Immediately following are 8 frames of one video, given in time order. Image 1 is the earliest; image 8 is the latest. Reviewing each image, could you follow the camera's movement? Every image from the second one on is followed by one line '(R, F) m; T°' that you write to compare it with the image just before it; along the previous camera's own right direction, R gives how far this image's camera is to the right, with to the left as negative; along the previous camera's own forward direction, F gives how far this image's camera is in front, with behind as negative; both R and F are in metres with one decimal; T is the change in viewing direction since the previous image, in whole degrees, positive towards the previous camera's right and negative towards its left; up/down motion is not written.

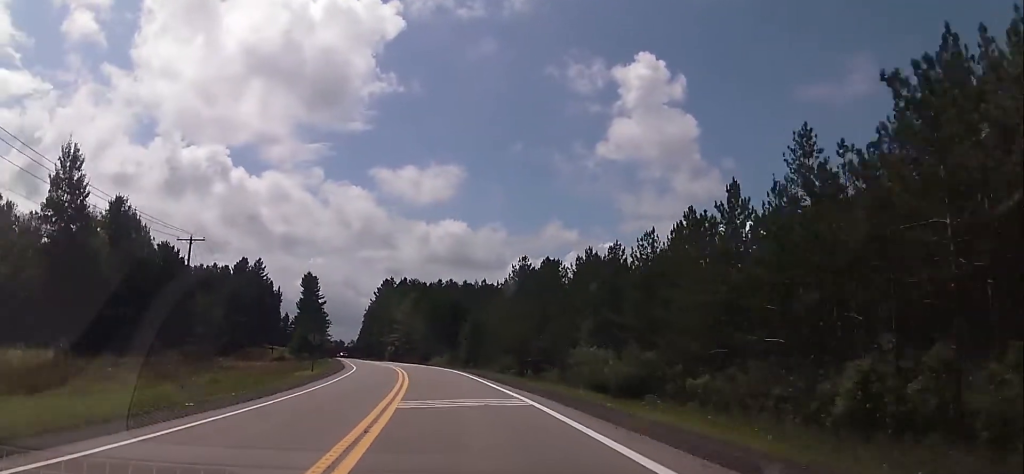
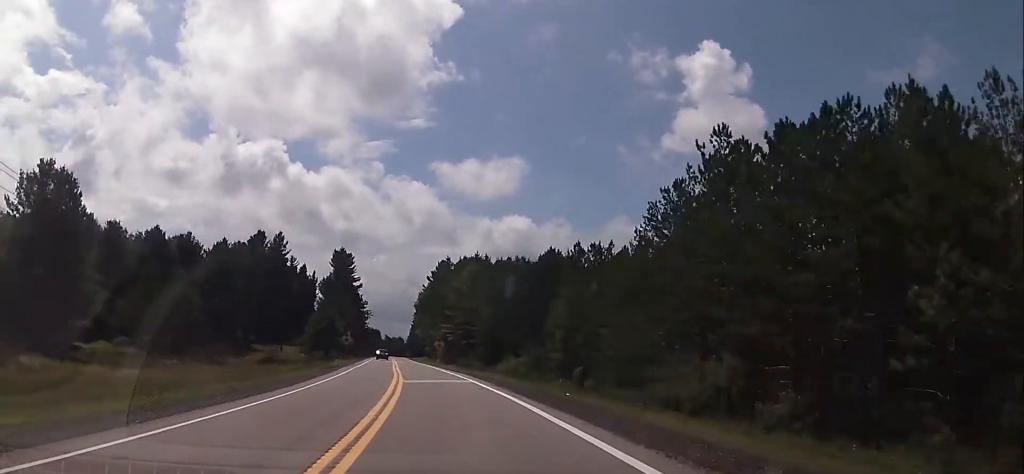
(-2.7, +44.7) m; -7°
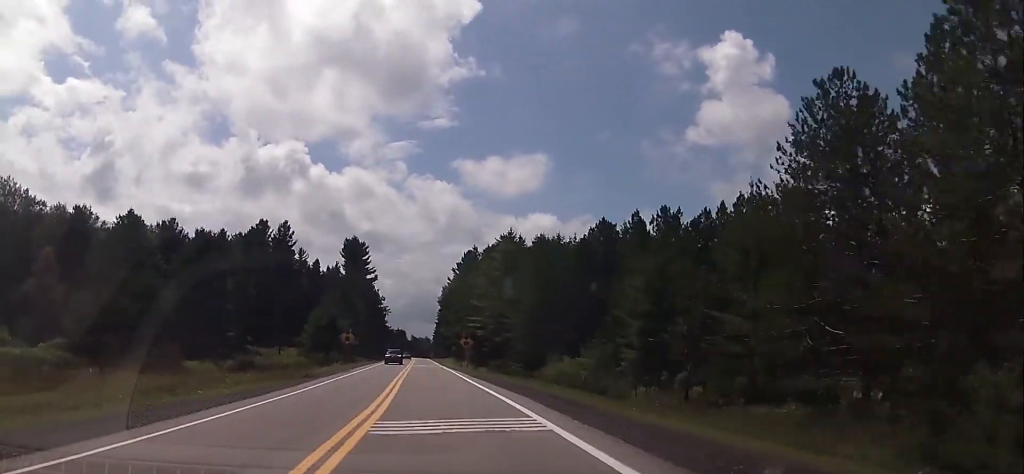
(-0.4, +19.1) m; -2°
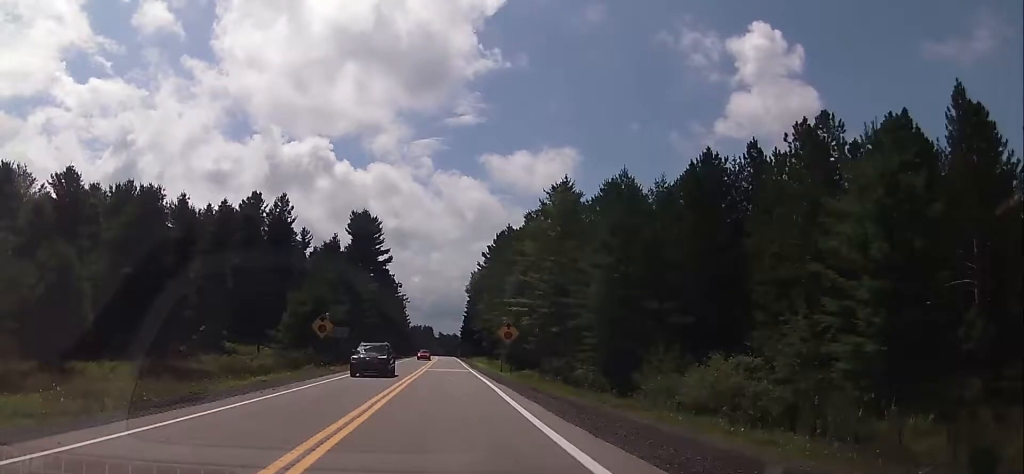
(-0.2, +25.2) m; -2°
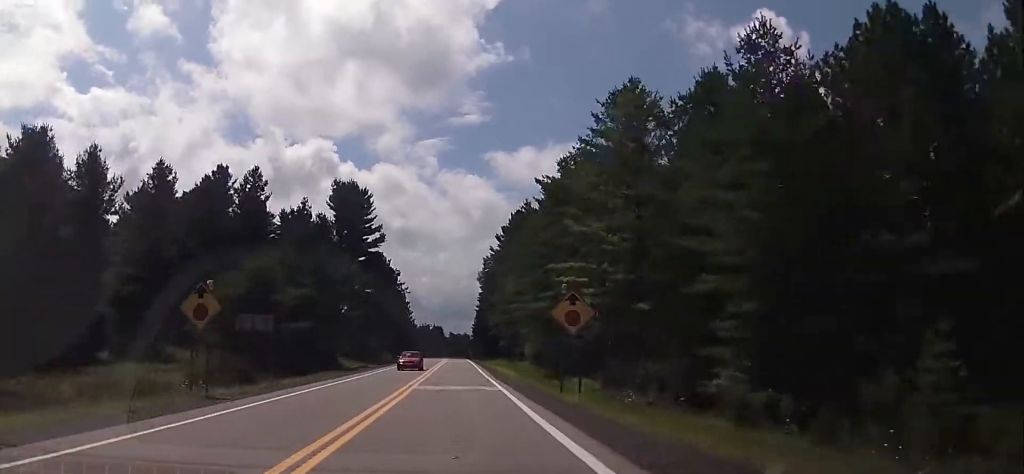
(-0.4, +22.8) m; -2°
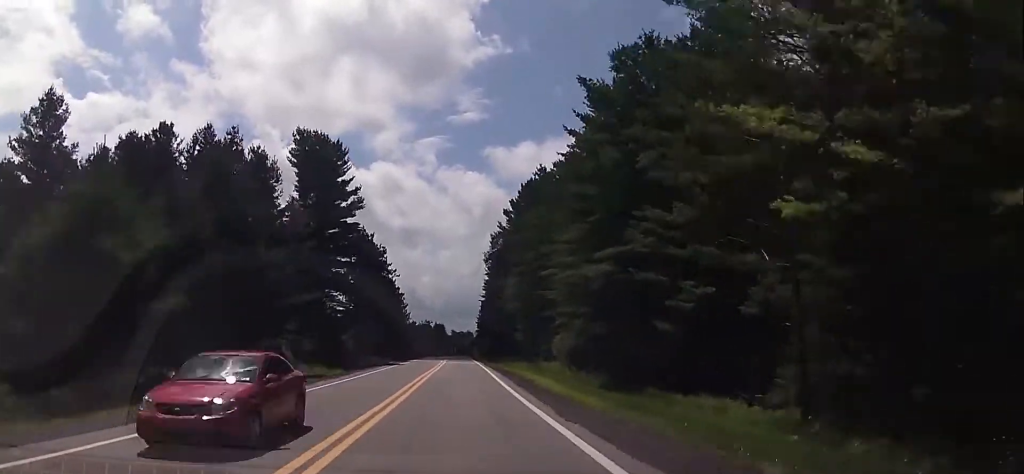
(-0.3, +22.0) m; -1°
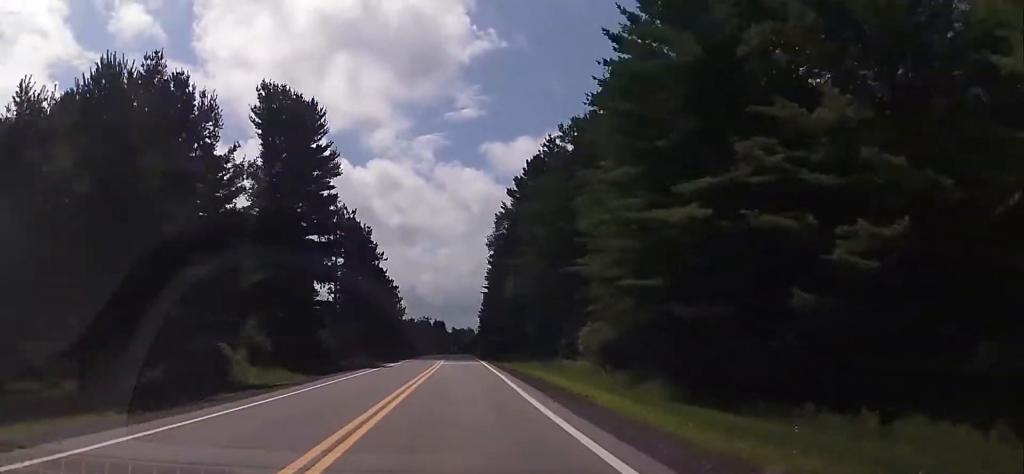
(-0.1, +12.6) m; 0°
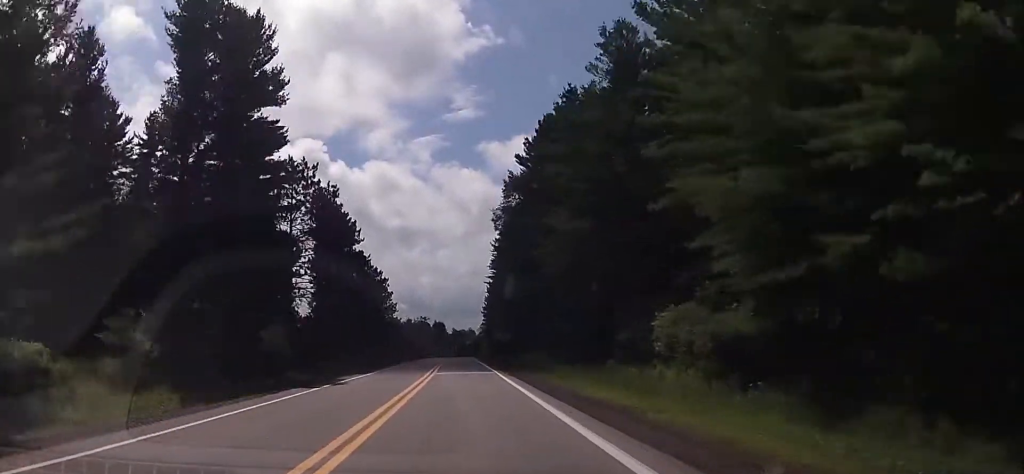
(0.0, +18.5) m; 0°
